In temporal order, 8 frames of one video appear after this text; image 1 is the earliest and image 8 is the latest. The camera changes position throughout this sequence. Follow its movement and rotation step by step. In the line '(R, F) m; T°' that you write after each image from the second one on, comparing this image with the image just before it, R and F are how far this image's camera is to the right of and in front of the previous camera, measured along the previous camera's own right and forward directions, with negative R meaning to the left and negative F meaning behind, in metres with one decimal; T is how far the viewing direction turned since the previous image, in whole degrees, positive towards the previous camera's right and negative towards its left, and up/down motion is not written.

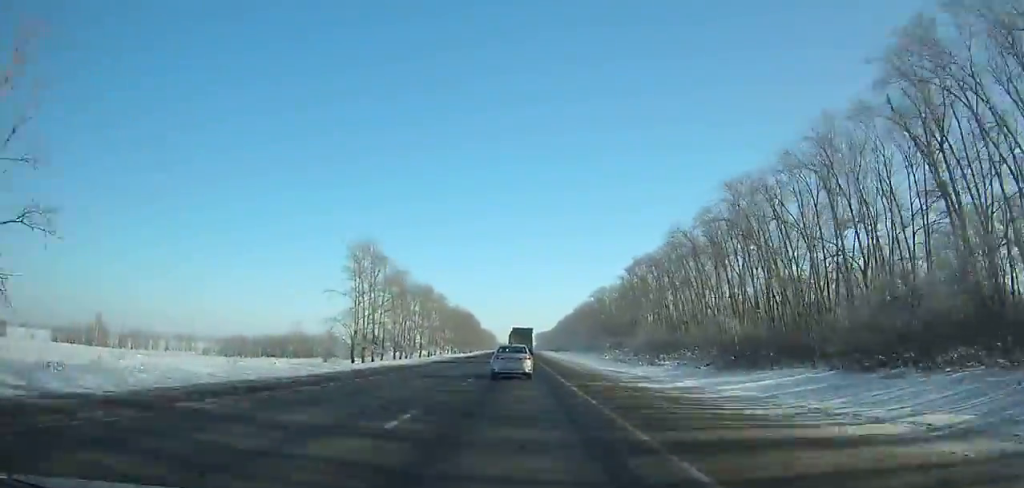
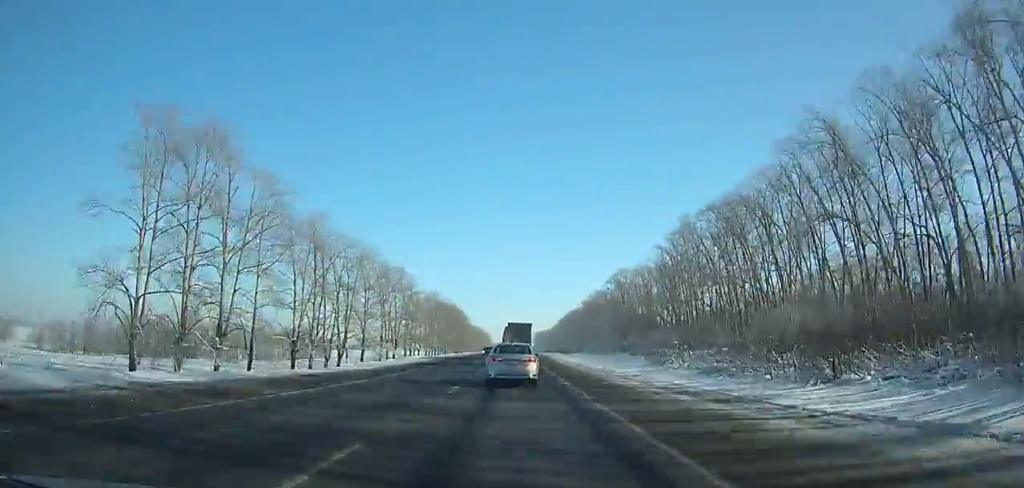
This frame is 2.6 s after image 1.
(0.0, +49.2) m; 0°
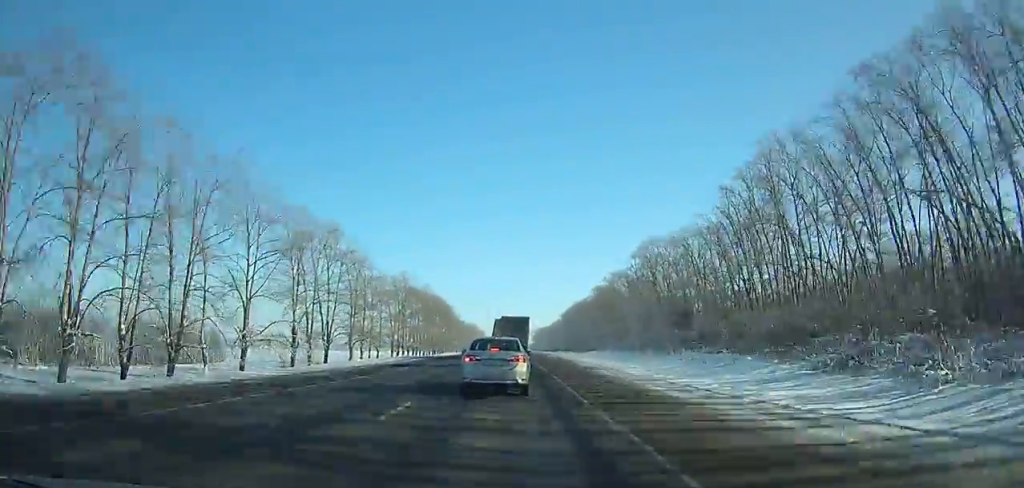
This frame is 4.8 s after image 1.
(+0.2, +38.9) m; 0°
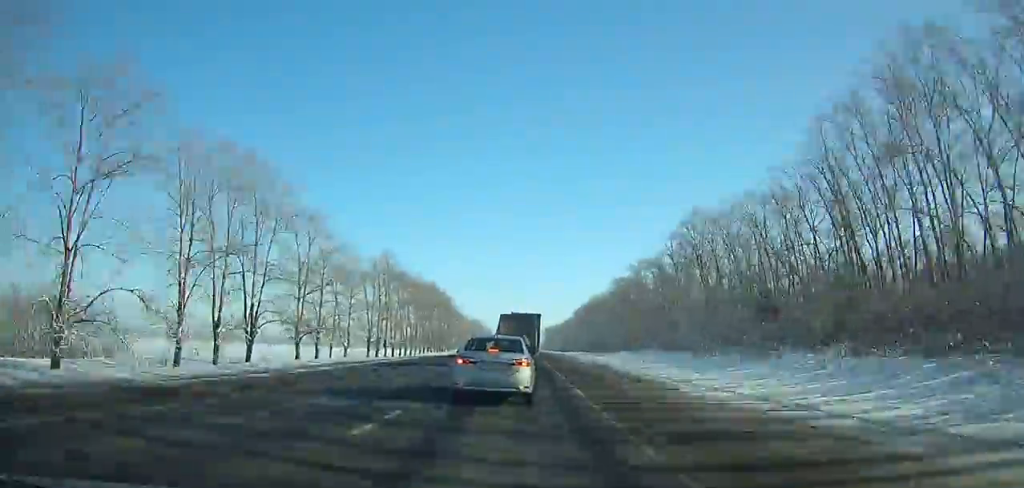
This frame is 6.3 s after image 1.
(0.0, +23.8) m; 0°
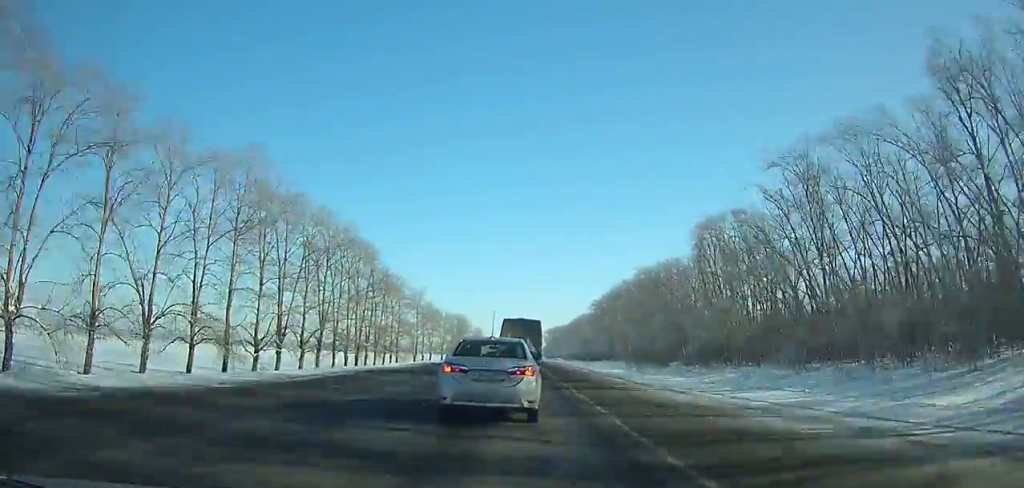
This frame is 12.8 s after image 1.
(-0.6, +89.9) m; -1°
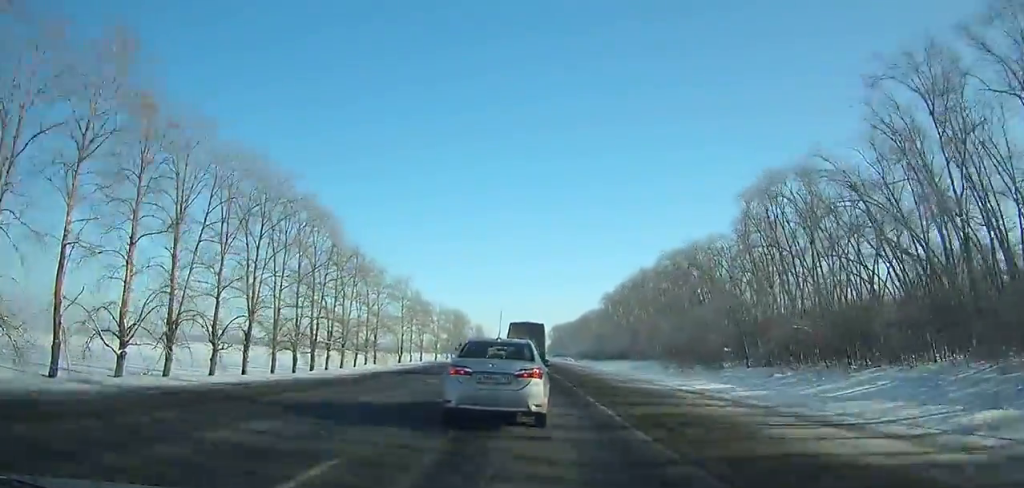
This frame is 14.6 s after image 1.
(0.0, +22.3) m; 0°
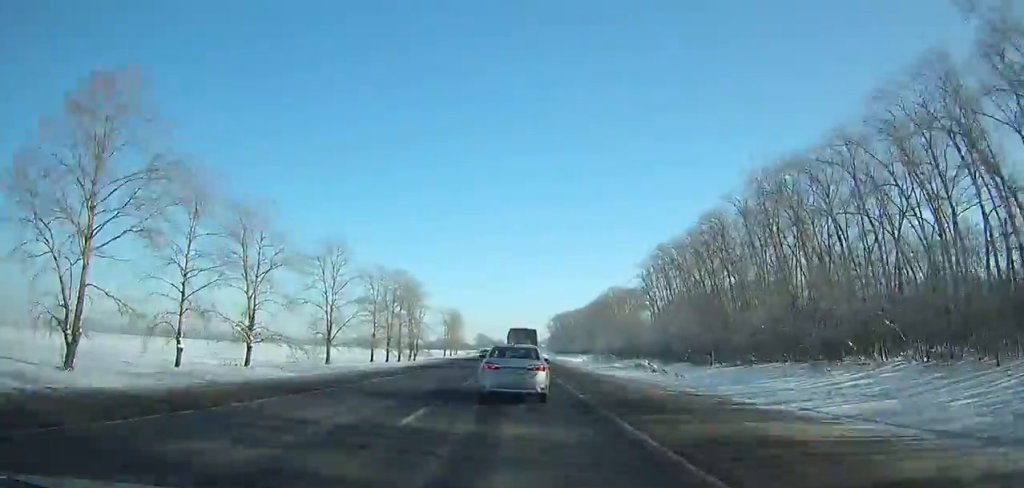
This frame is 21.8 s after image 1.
(-0.1, +92.2) m; 0°
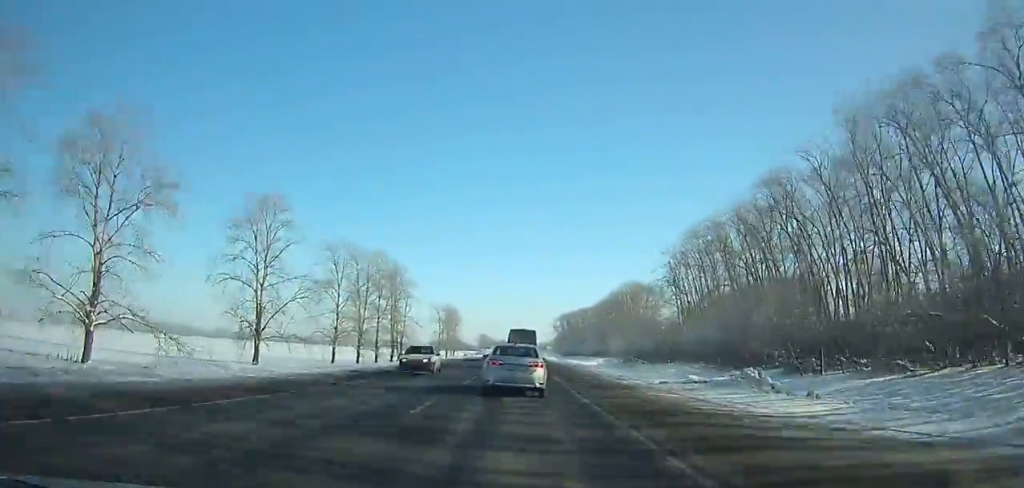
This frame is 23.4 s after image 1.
(0.0, +22.4) m; 0°
